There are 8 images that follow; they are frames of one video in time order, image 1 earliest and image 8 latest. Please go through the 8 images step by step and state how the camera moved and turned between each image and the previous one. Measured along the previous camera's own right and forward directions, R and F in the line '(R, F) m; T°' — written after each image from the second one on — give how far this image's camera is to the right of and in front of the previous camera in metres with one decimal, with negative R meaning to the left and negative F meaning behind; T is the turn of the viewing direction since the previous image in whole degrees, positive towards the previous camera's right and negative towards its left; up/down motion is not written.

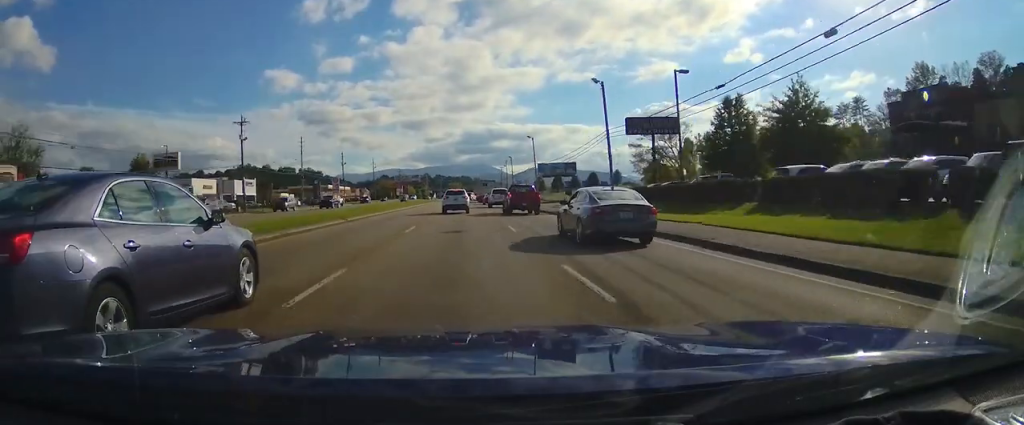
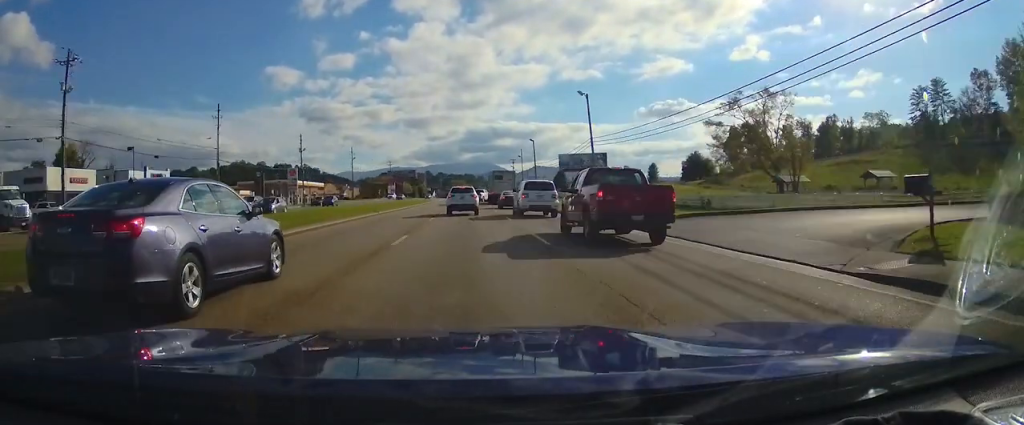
(0.0, +28.7) m; 0°
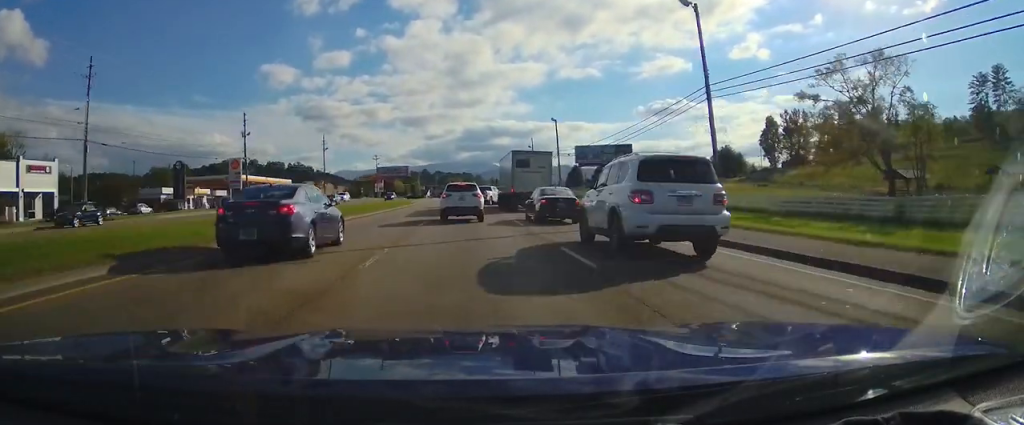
(-0.1, +19.0) m; -2°
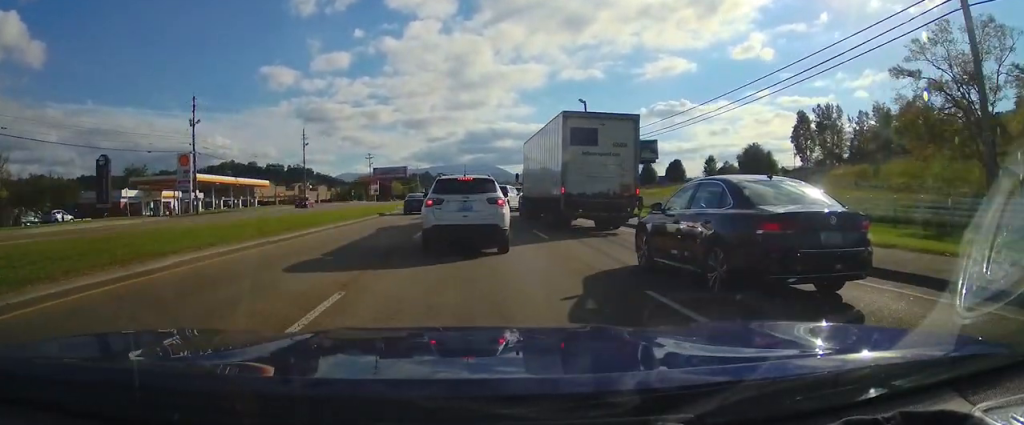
(-1.9, +29.7) m; -2°
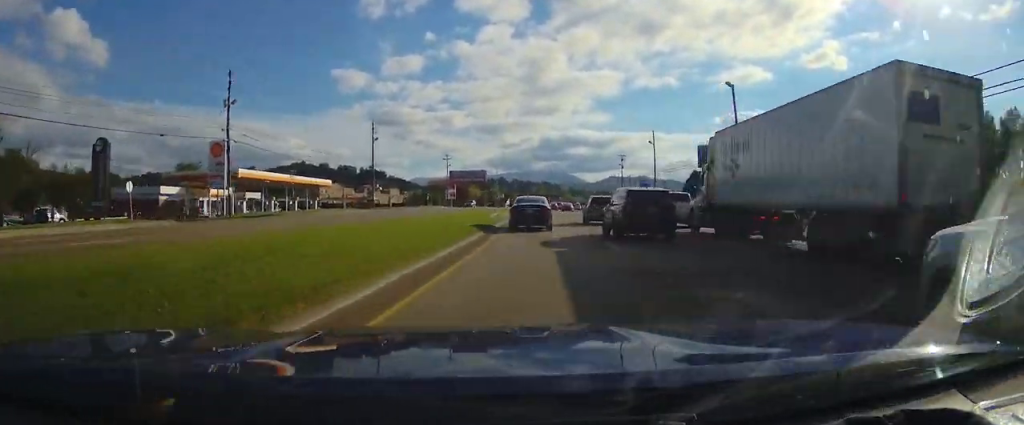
(+2.9, +34.0) m; +5°
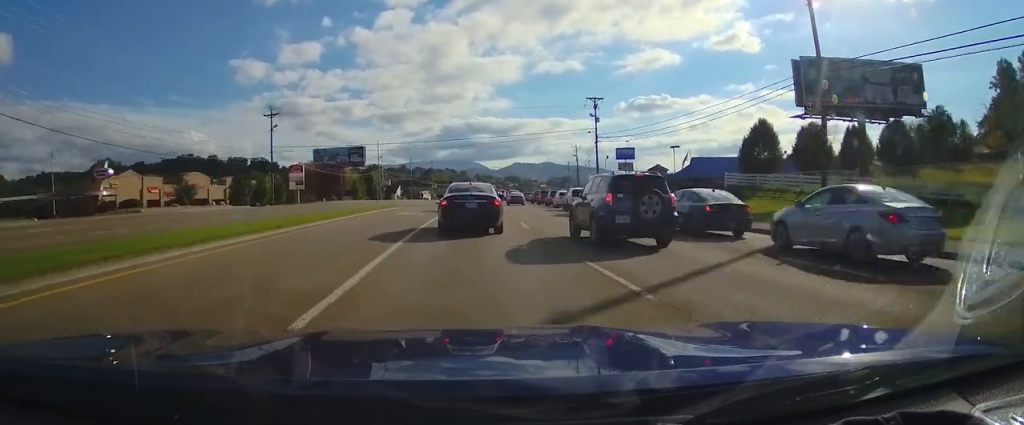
(-0.1, +38.6) m; +3°
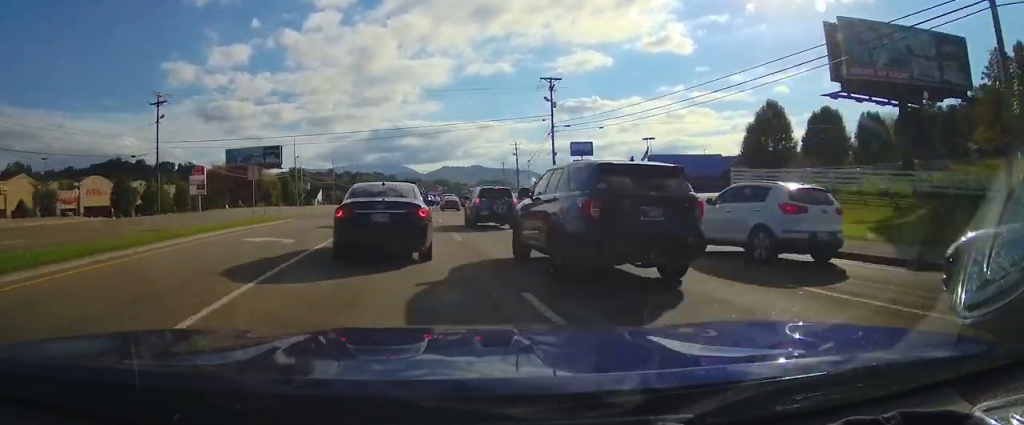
(+1.1, +16.8) m; +4°
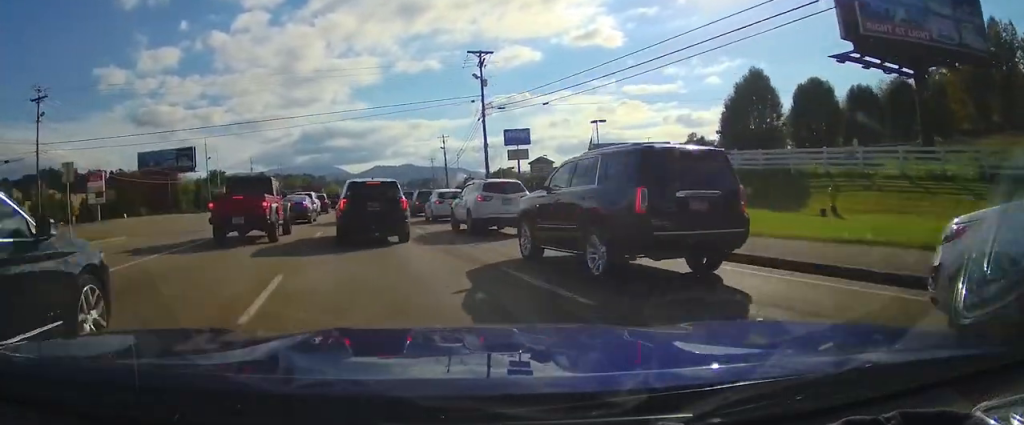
(+0.4, +12.9) m; +1°
